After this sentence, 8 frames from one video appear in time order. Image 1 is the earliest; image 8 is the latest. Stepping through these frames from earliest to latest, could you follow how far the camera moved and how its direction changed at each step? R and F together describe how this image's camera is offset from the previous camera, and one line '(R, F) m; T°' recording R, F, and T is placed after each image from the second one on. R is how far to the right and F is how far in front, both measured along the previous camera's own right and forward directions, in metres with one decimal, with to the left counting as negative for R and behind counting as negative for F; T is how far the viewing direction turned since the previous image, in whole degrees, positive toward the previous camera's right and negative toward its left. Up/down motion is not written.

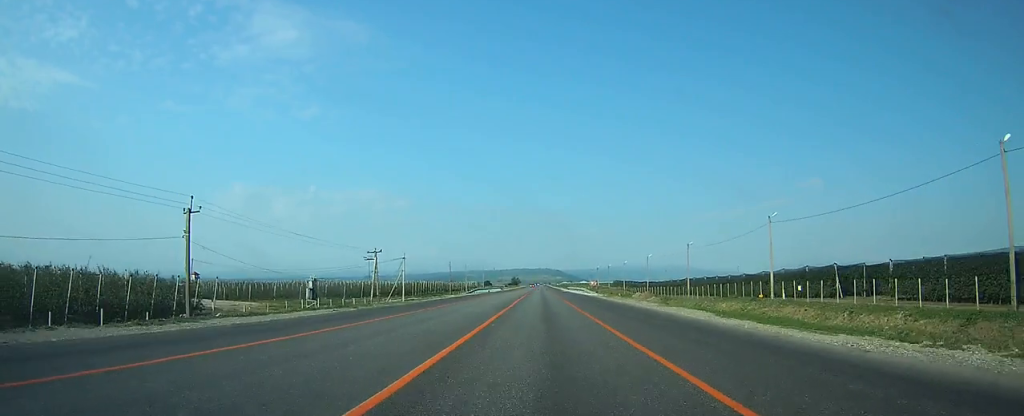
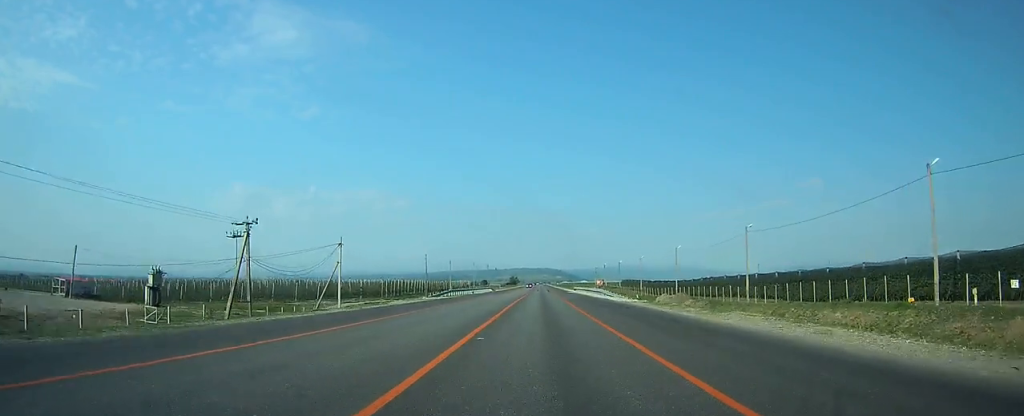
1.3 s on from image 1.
(+0.1, +28.8) m; 0°
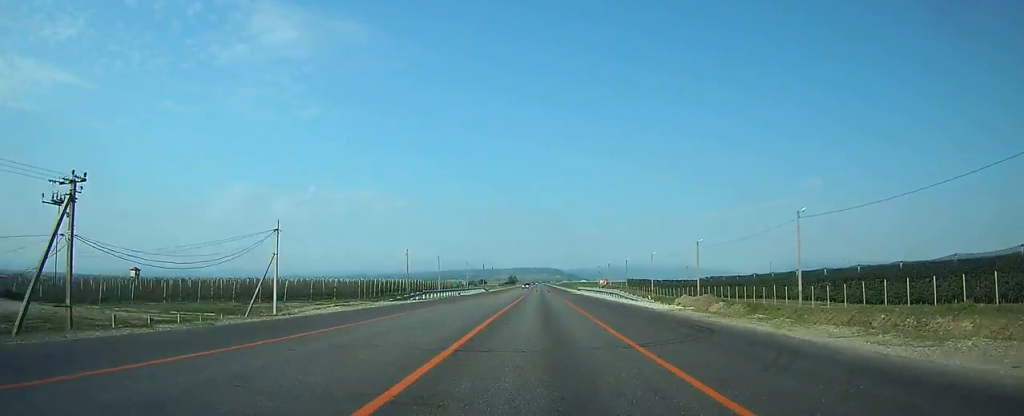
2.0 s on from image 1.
(0.0, +15.1) m; 0°
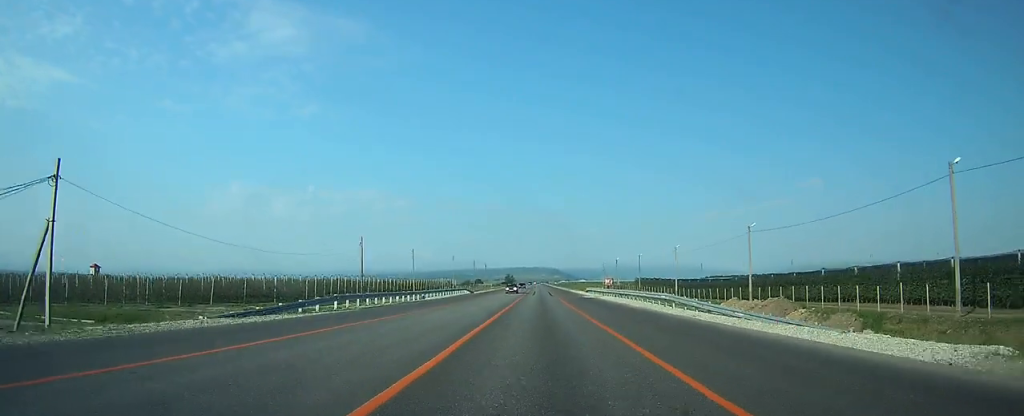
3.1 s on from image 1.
(0.0, +23.6) m; 0°
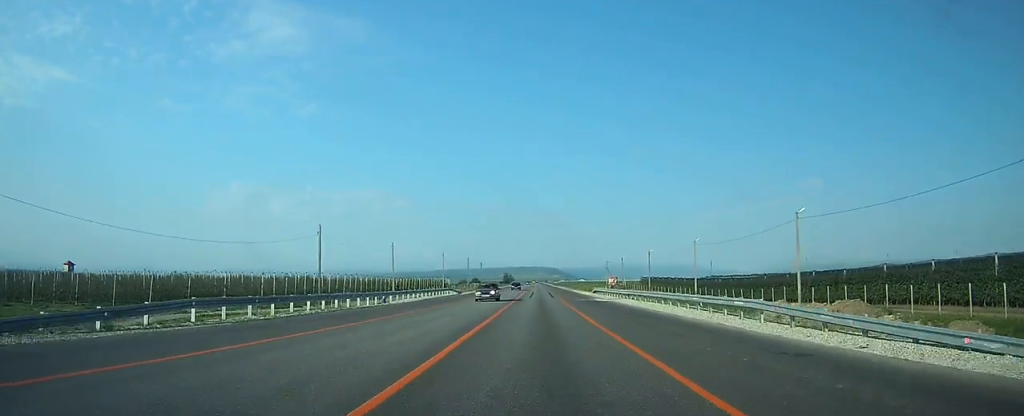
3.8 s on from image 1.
(0.0, +13.5) m; 0°
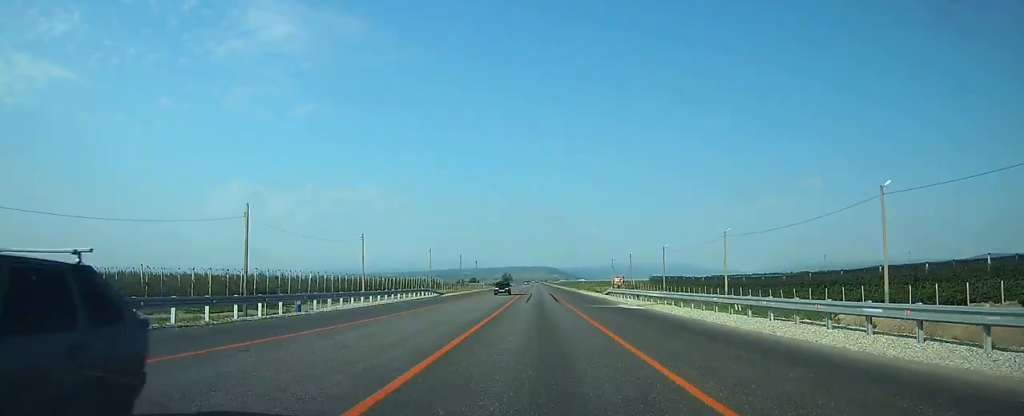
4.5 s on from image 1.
(0.0, +15.0) m; 0°
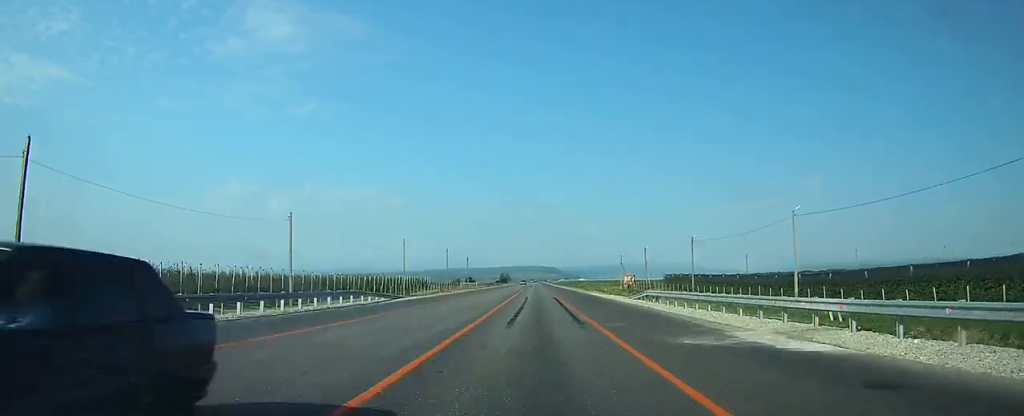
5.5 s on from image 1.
(0.0, +21.4) m; 0°
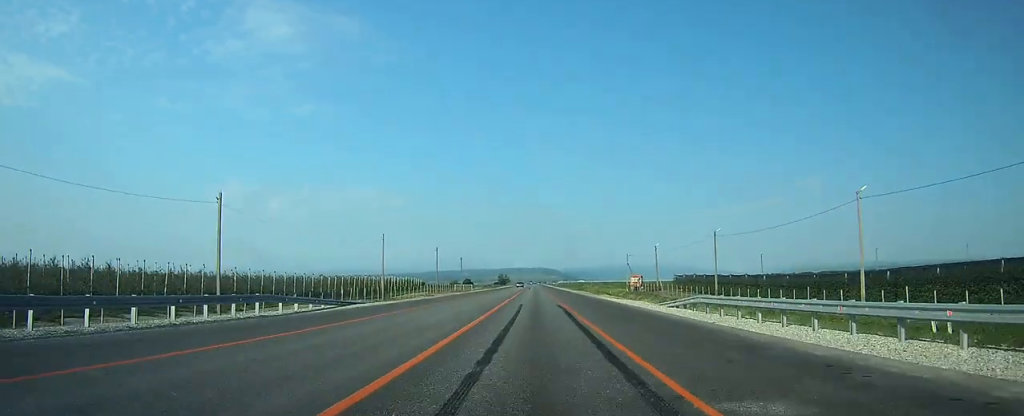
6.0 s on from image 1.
(0.0, +12.1) m; 0°
